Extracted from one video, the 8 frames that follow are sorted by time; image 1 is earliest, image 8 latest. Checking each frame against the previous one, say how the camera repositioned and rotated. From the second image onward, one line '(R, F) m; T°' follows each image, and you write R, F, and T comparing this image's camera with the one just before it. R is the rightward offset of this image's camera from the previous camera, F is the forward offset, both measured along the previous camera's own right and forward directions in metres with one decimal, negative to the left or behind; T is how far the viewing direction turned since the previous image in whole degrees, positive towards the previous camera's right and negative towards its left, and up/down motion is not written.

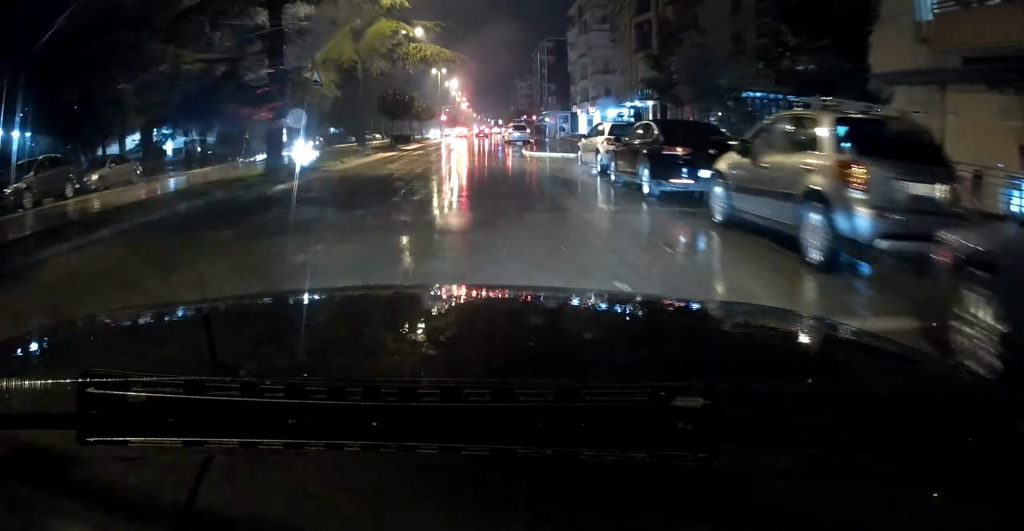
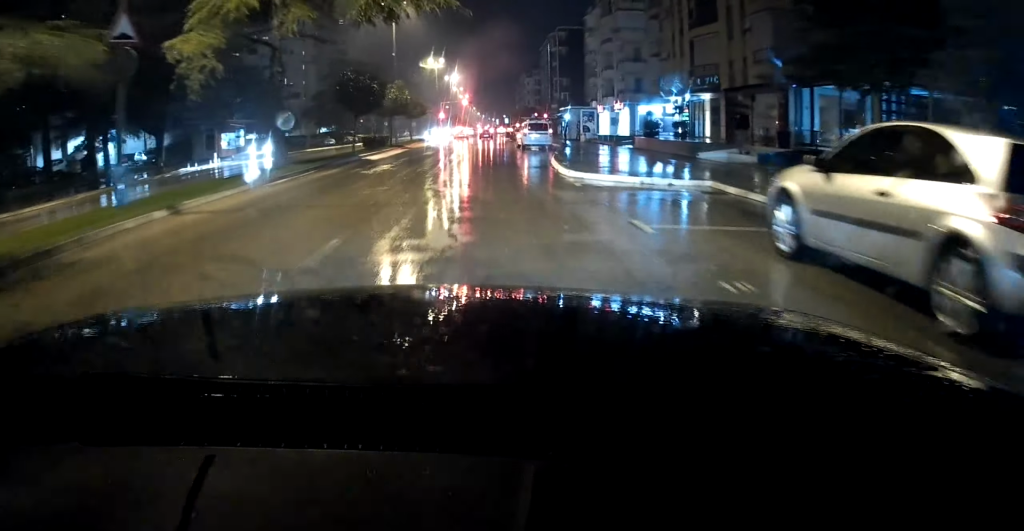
(0.0, +12.8) m; 0°
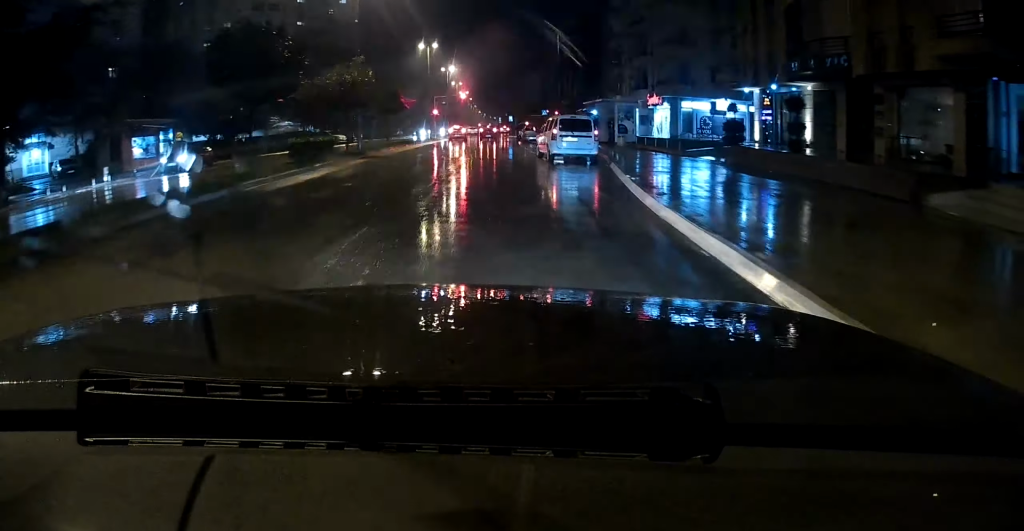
(-0.1, +13.0) m; -1°
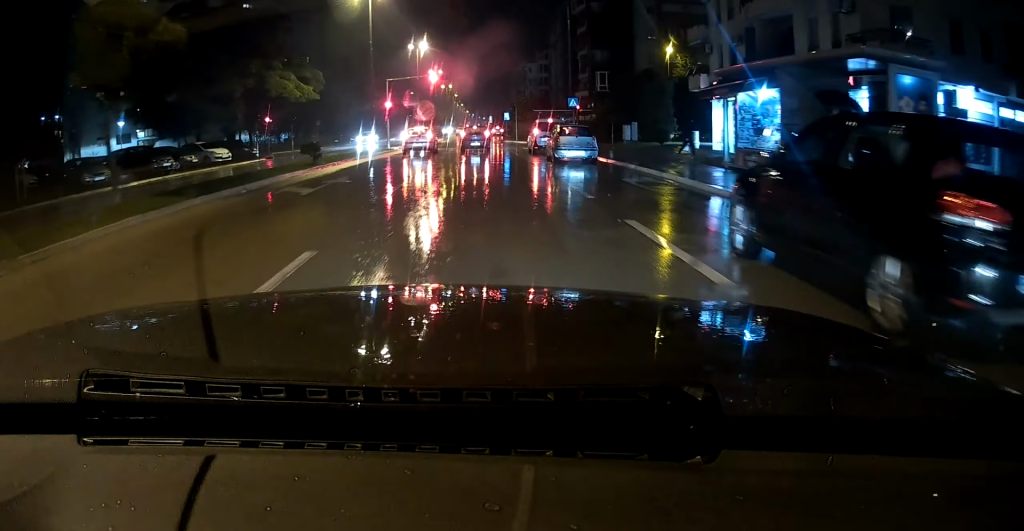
(-0.7, +28.2) m; +1°
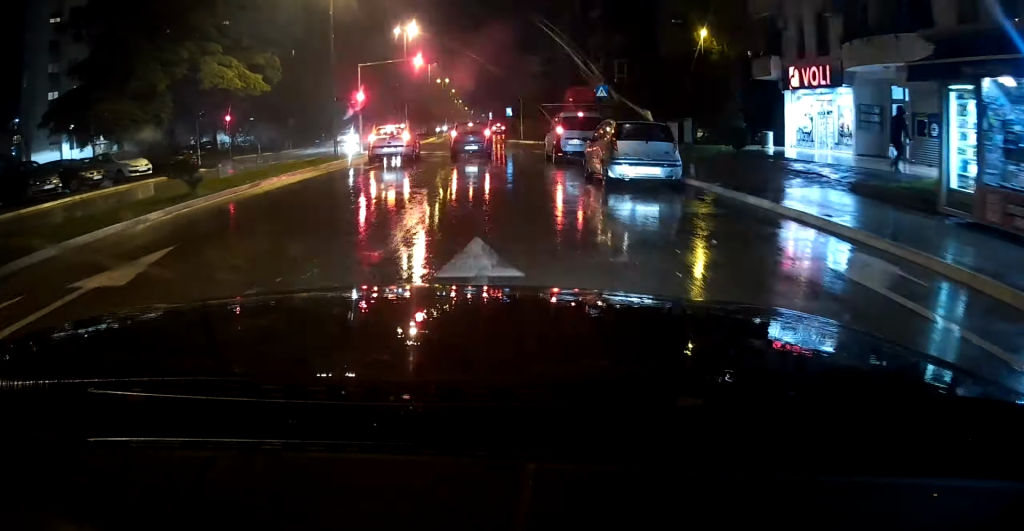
(+0.4, +10.0) m; +4°
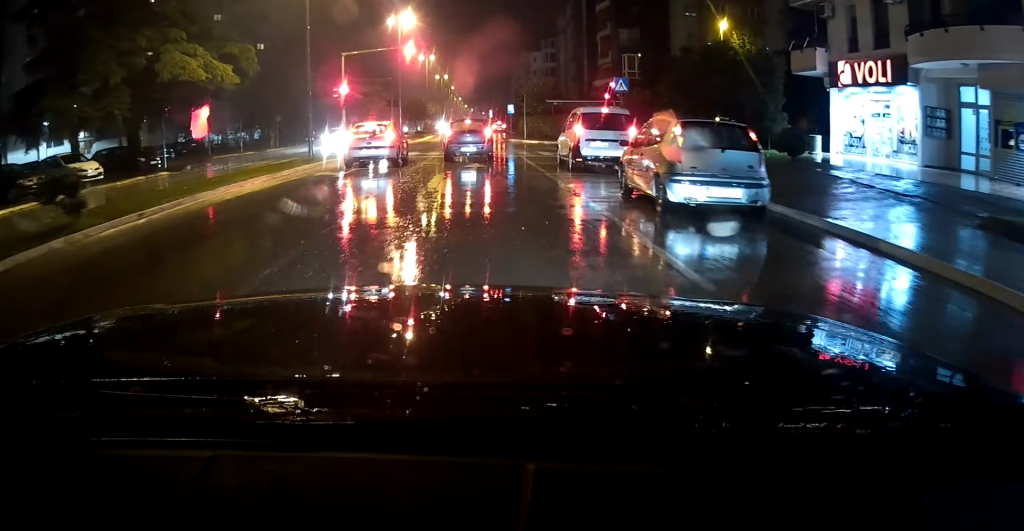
(+0.1, +4.4) m; +1°
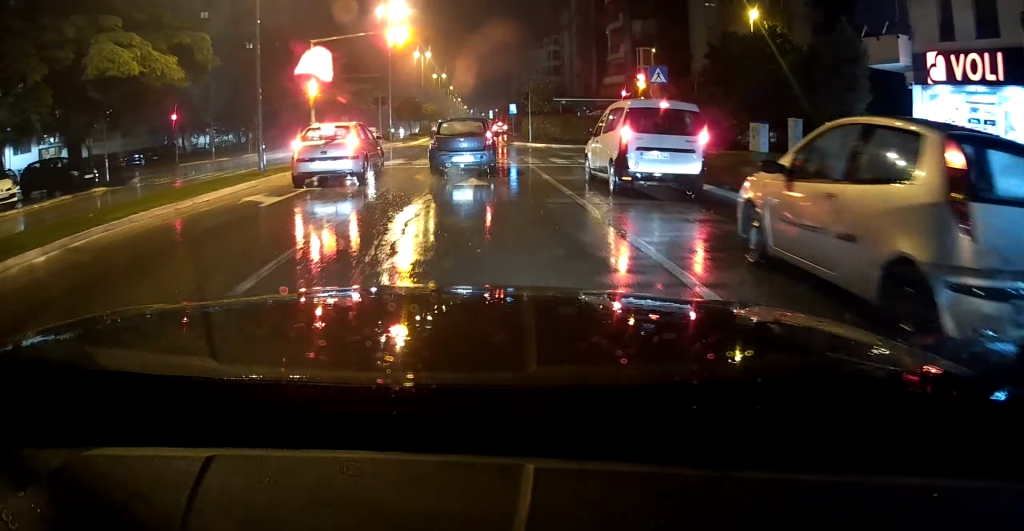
(0.0, +5.6) m; -2°
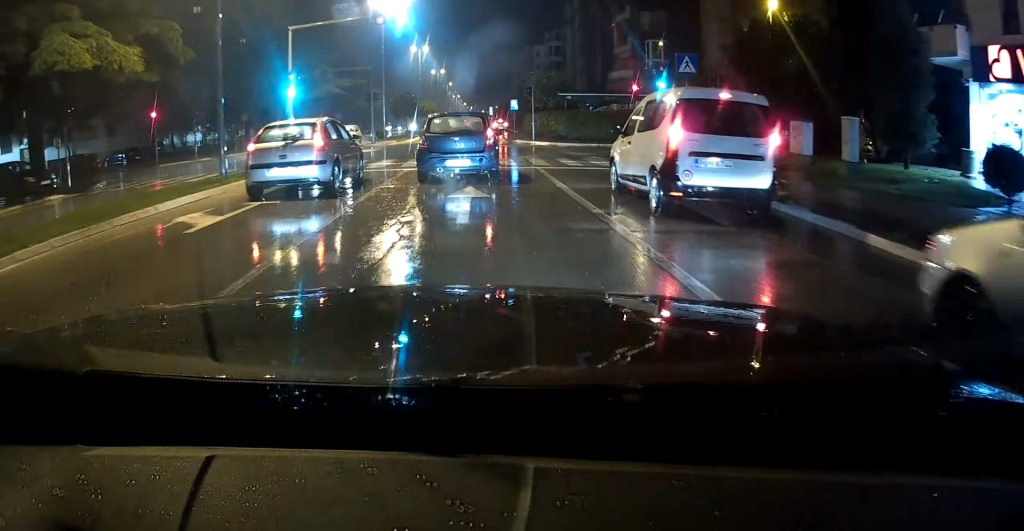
(-0.1, +3.2) m; -1°
